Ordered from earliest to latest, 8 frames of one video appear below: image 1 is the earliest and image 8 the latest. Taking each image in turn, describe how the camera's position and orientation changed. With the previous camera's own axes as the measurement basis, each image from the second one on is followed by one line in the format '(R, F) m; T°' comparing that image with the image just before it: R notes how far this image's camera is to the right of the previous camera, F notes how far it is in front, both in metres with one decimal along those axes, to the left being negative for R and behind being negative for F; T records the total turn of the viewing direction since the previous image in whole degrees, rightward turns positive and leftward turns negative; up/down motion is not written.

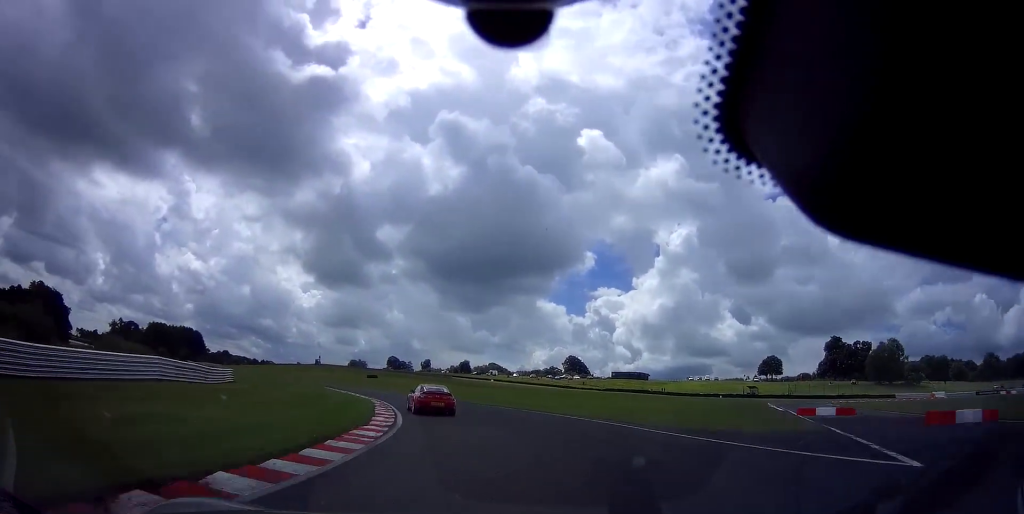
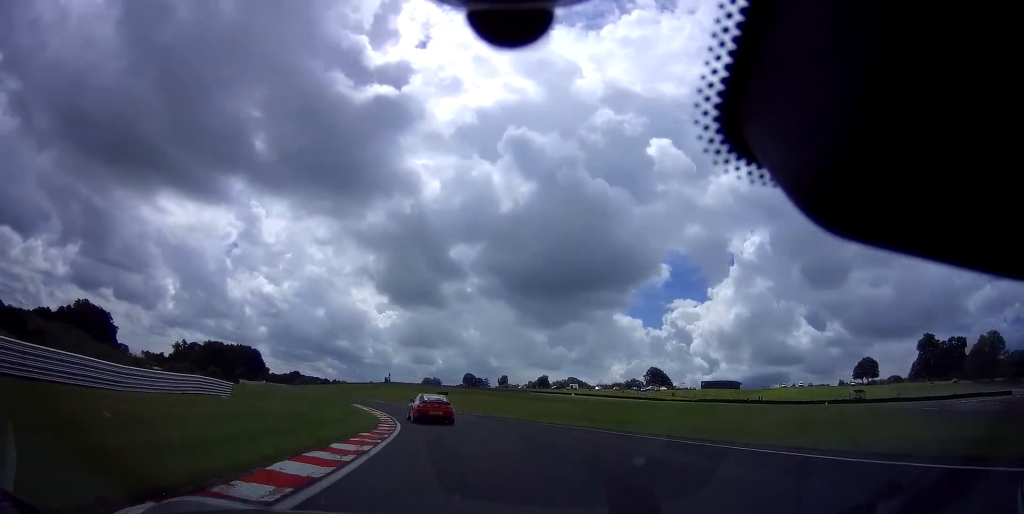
(-0.7, +14.9) m; -9°
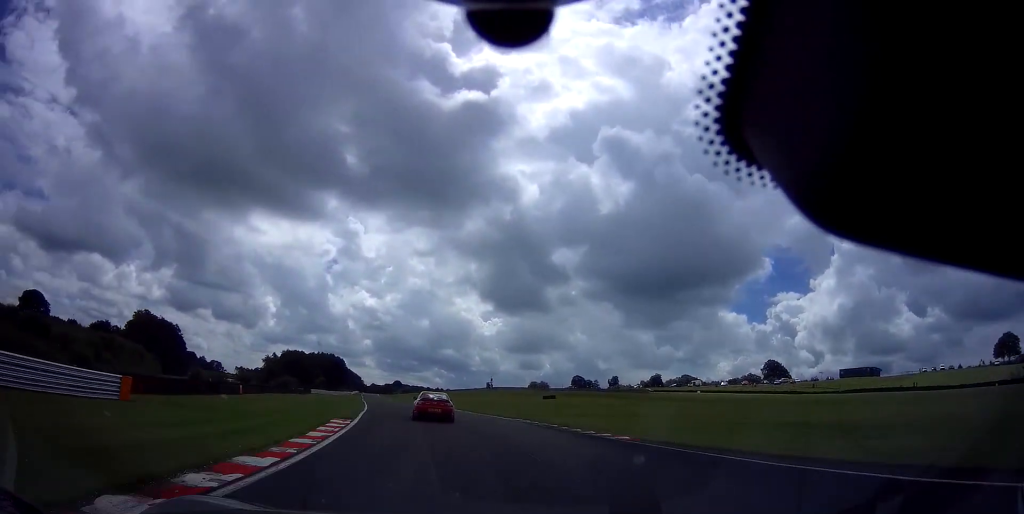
(-2.5, +23.6) m; -10°
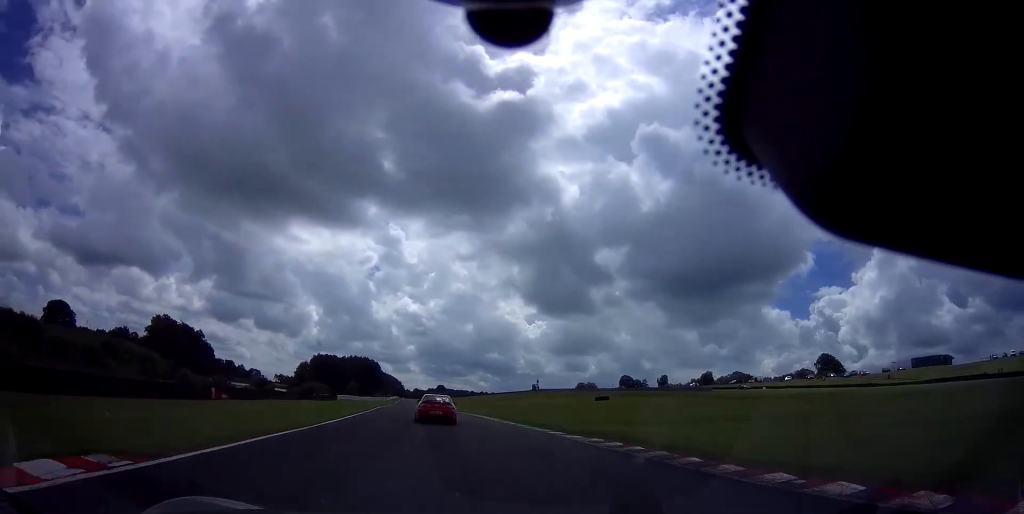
(-1.1, +14.5) m; -5°
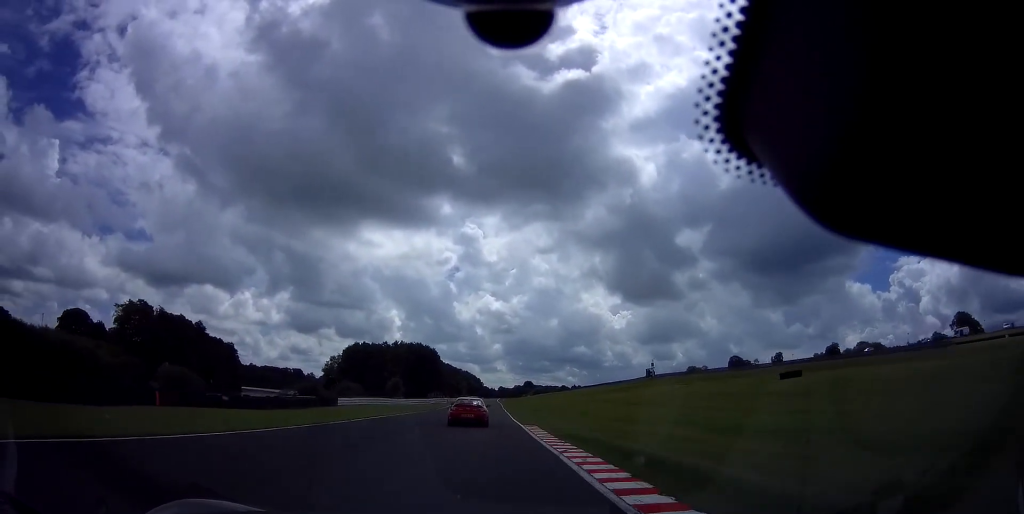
(-6.9, +57.5) m; -10°
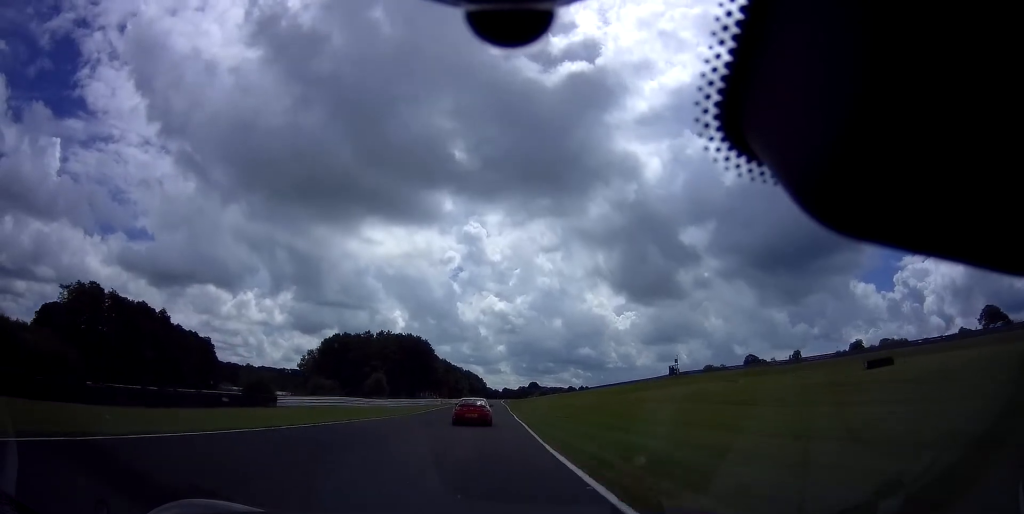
(-0.3, +21.9) m; -1°
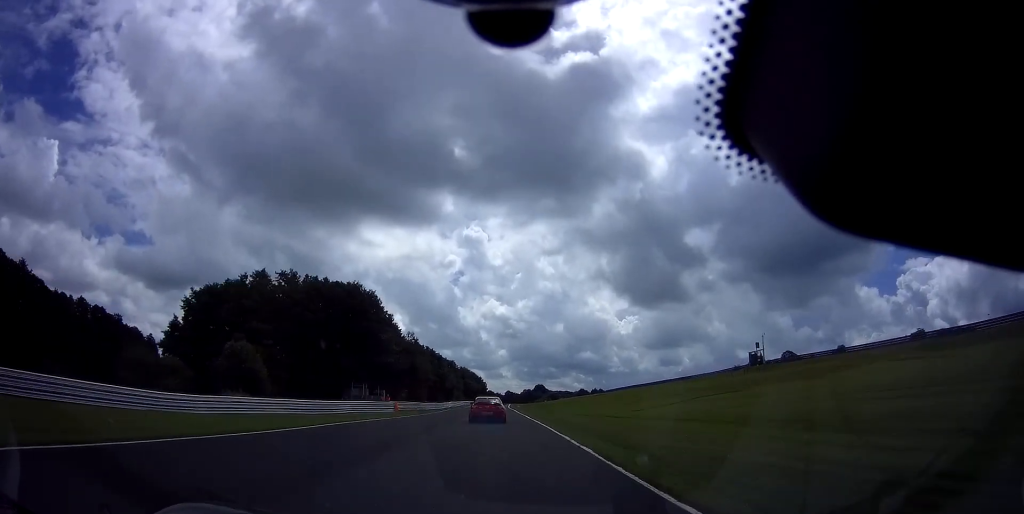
(-0.5, +53.8) m; -1°
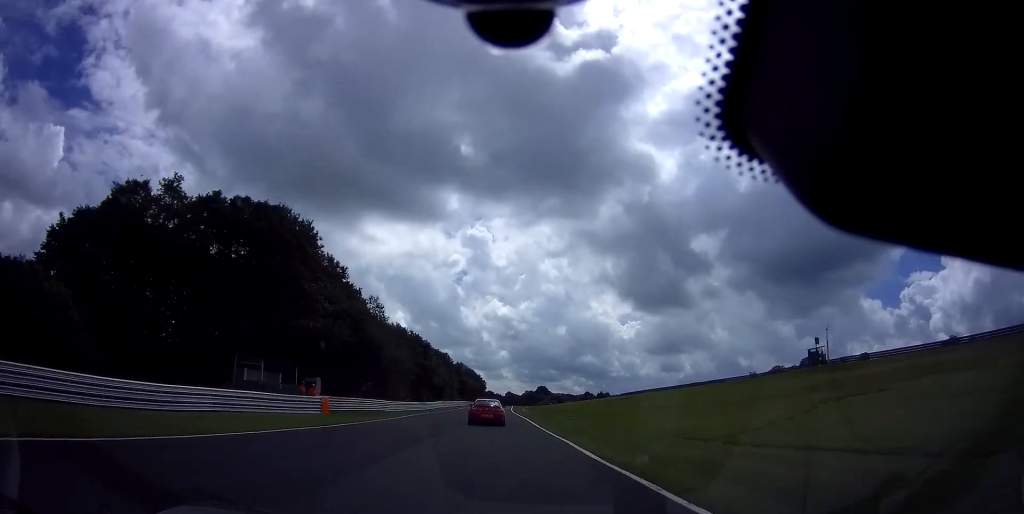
(-0.1, +23.6) m; 0°
